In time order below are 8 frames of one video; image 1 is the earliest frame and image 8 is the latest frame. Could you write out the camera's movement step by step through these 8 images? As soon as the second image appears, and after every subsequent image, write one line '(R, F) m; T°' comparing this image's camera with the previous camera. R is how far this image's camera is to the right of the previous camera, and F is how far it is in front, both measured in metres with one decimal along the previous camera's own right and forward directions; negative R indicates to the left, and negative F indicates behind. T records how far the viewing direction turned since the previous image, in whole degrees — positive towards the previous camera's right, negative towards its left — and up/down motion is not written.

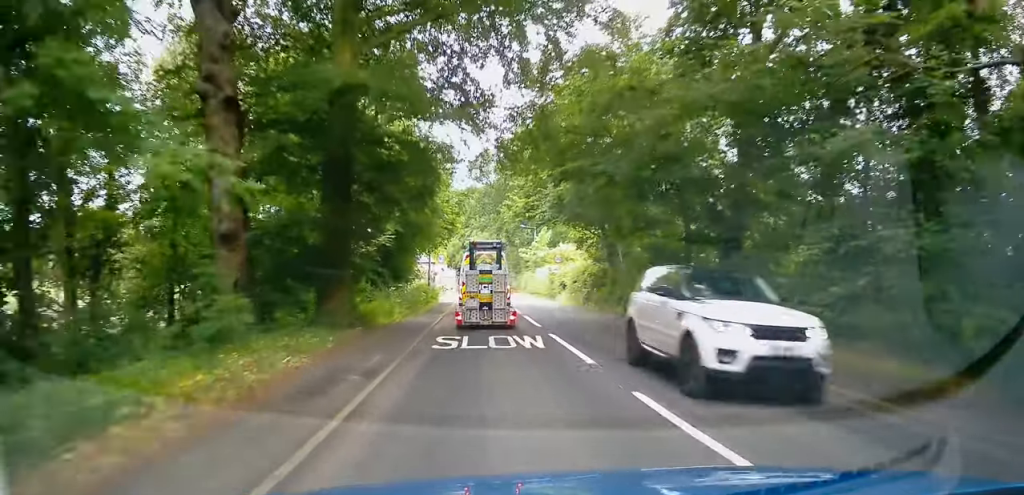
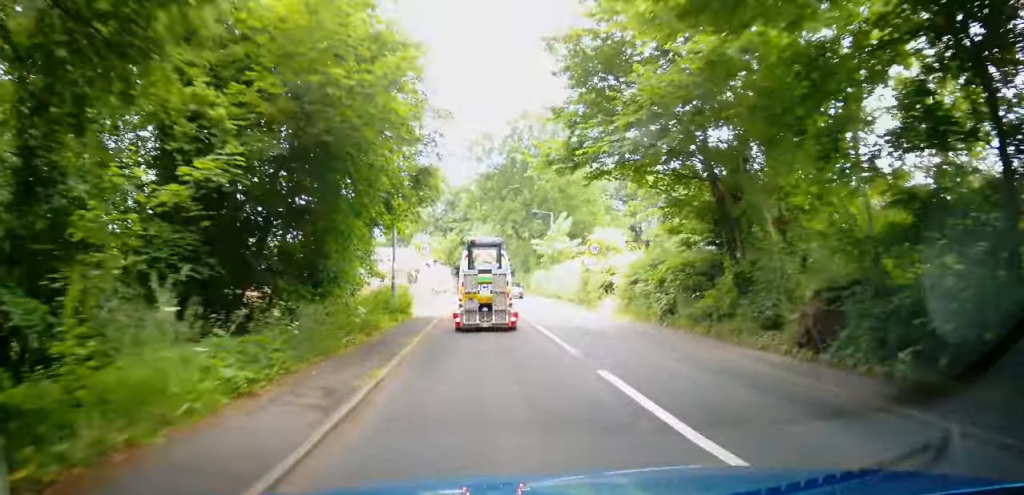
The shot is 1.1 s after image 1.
(+0.5, +15.3) m; 0°
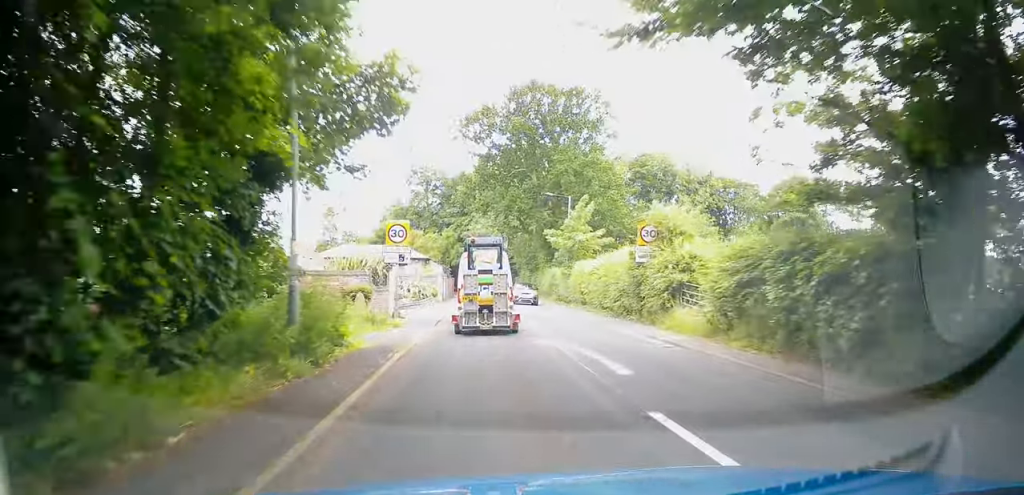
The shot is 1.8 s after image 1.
(-0.5, +11.0) m; -1°
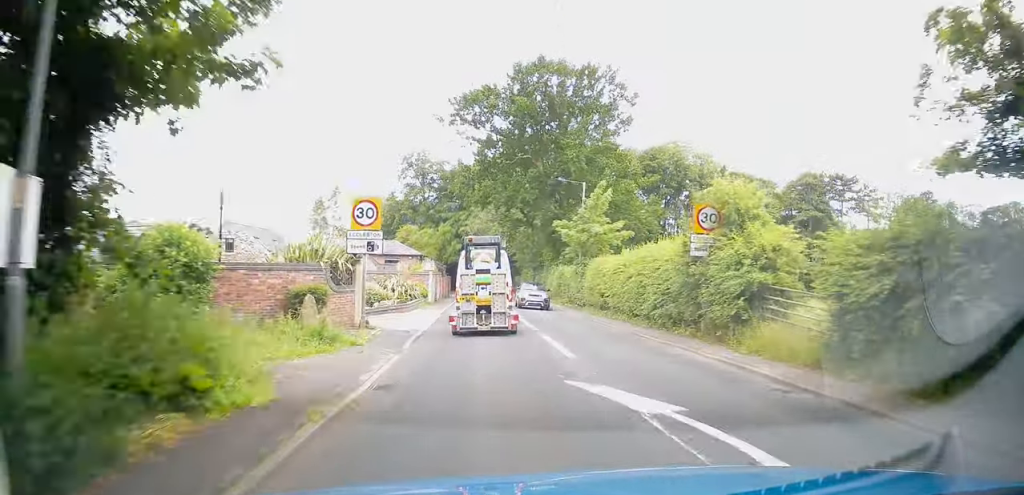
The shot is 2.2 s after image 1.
(+0.1, +6.2) m; 0°
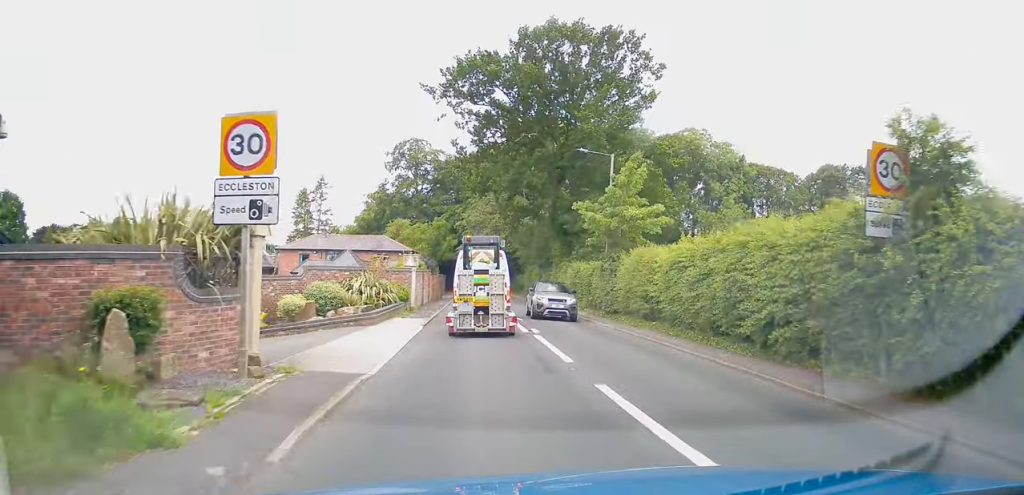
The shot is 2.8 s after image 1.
(+0.1, +8.5) m; +1°
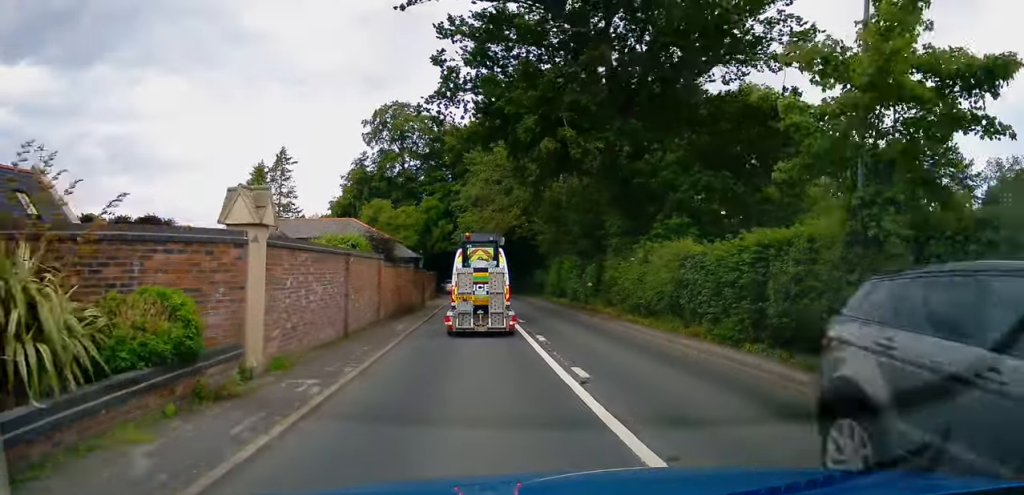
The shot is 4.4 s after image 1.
(+0.2, +20.7) m; 0°
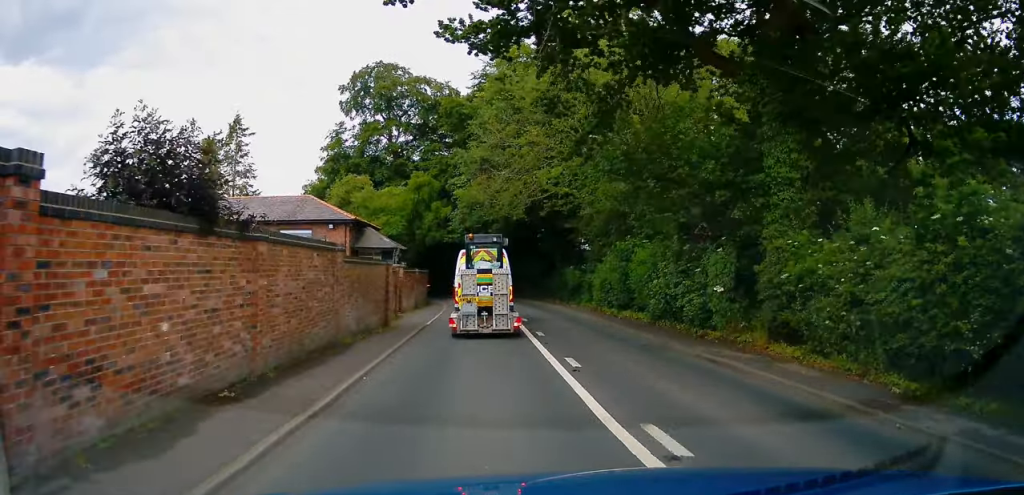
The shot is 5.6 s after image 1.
(-0.3, +16.5) m; -1°
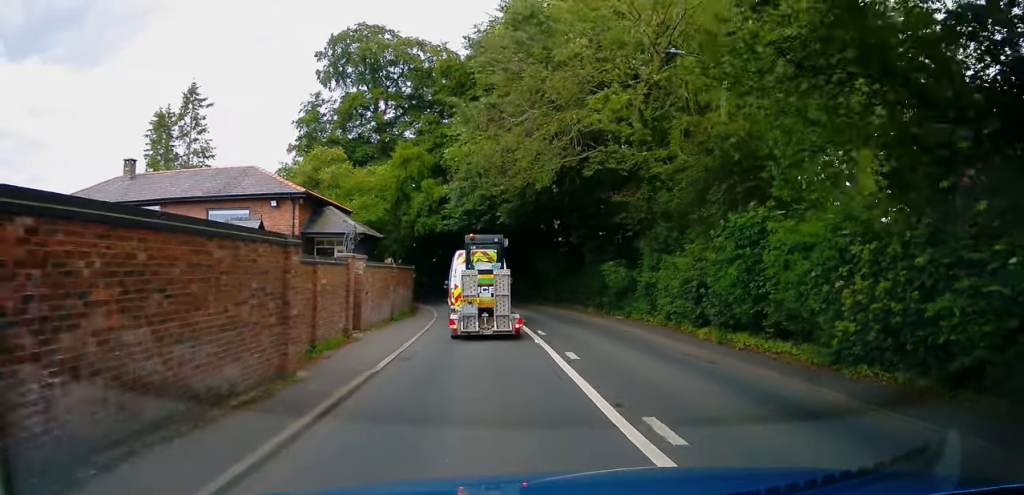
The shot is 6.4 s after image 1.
(+0.1, +11.1) m; 0°
